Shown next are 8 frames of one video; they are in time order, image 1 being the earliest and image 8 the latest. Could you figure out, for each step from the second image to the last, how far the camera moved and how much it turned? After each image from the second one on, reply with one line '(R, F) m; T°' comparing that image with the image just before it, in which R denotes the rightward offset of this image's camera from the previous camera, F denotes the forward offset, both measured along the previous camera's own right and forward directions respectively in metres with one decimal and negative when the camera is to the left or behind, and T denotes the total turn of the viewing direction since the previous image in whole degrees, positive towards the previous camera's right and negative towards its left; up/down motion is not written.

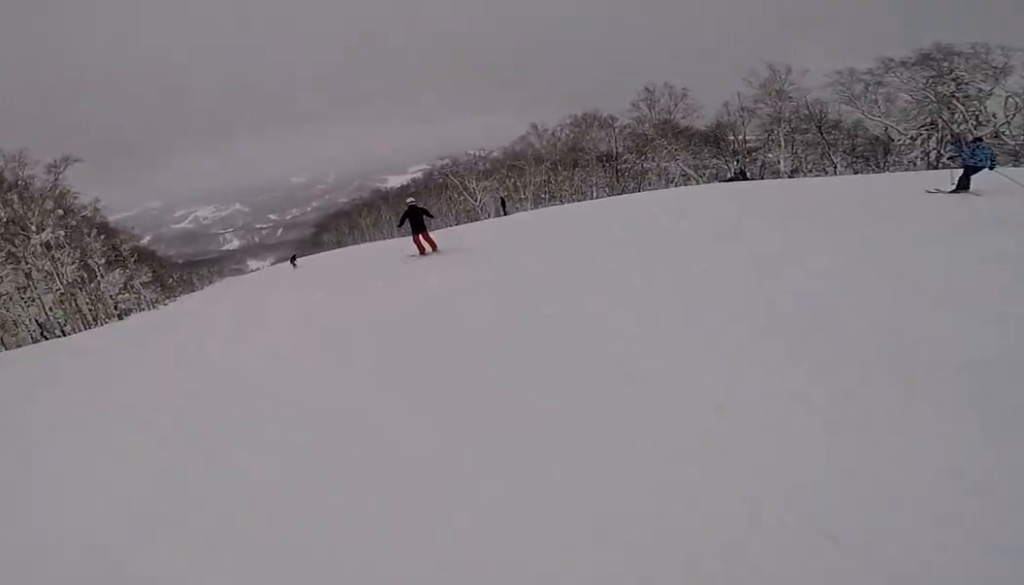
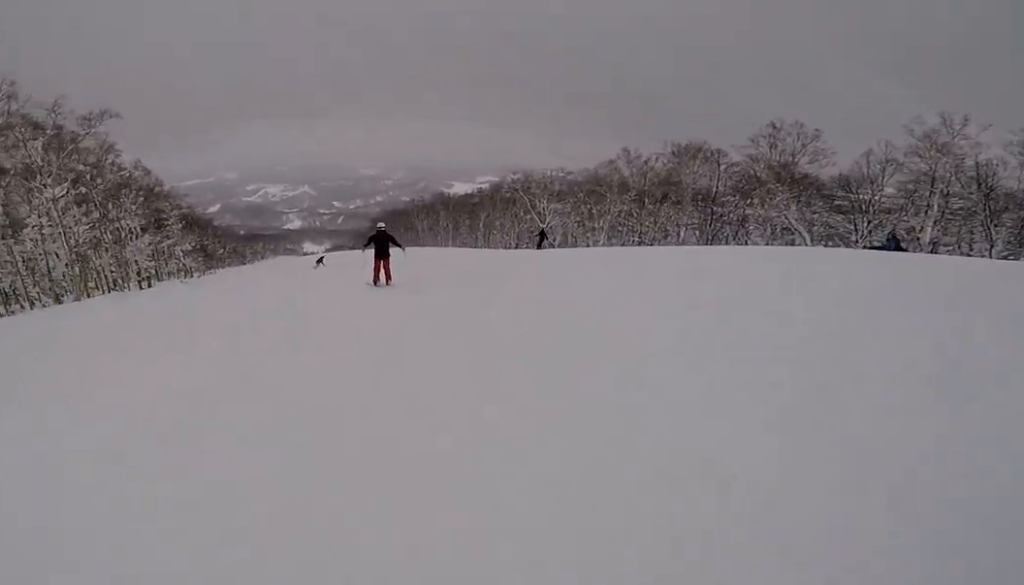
(+0.2, +5.9) m; -3°
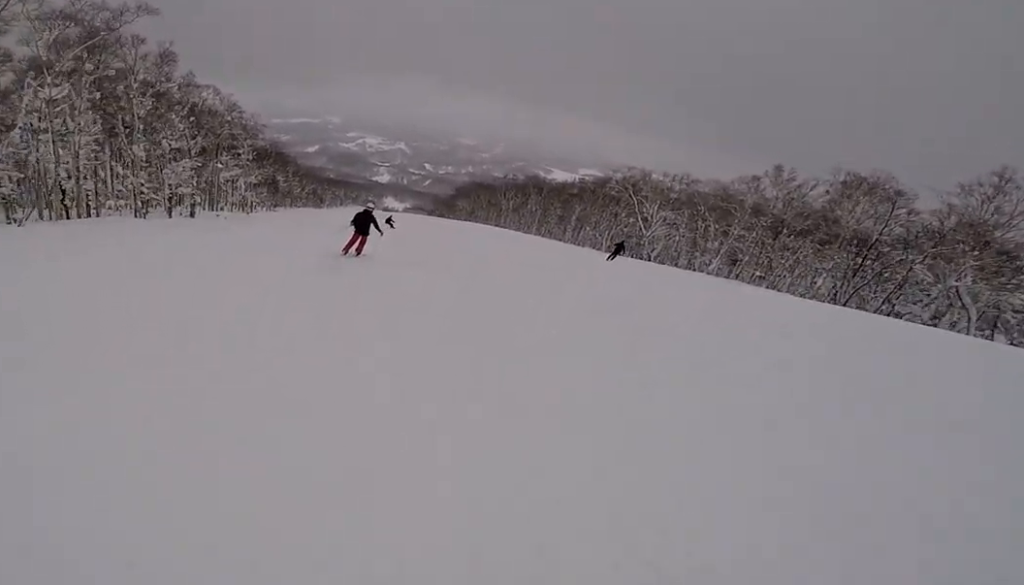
(-0.3, +8.6) m; -8°
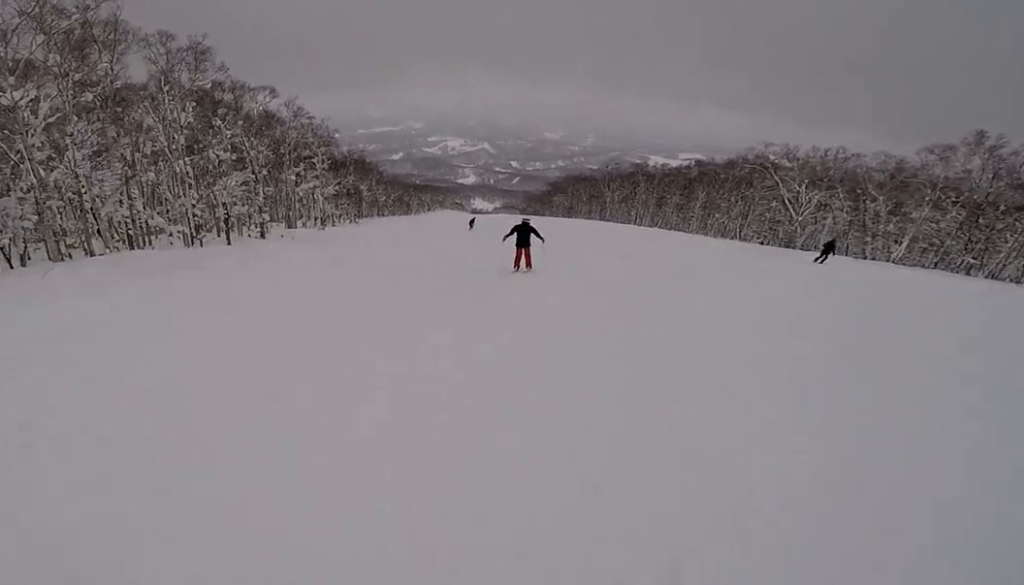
(-1.2, +9.2) m; -3°
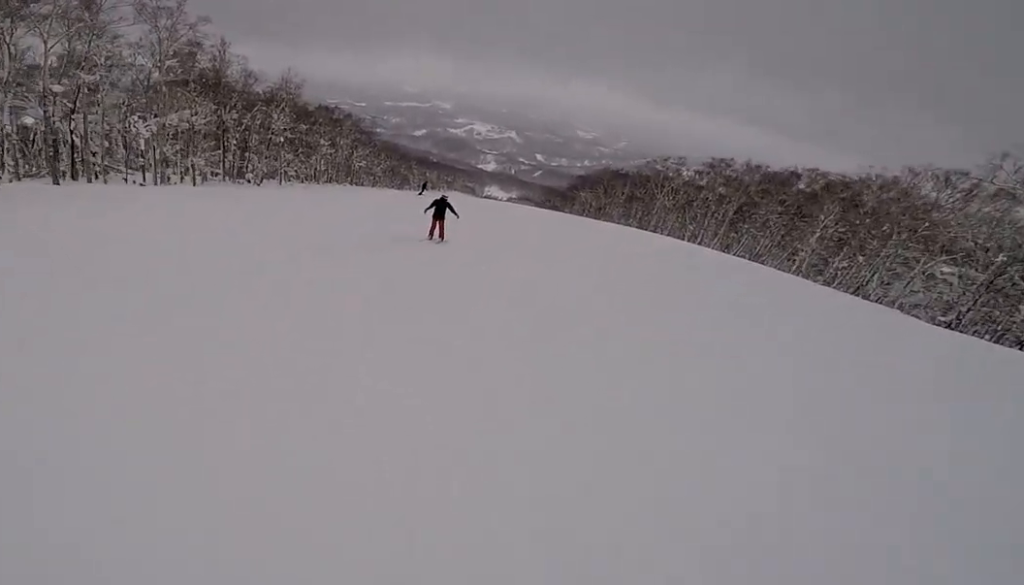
(+3.1, +35.8) m; -5°
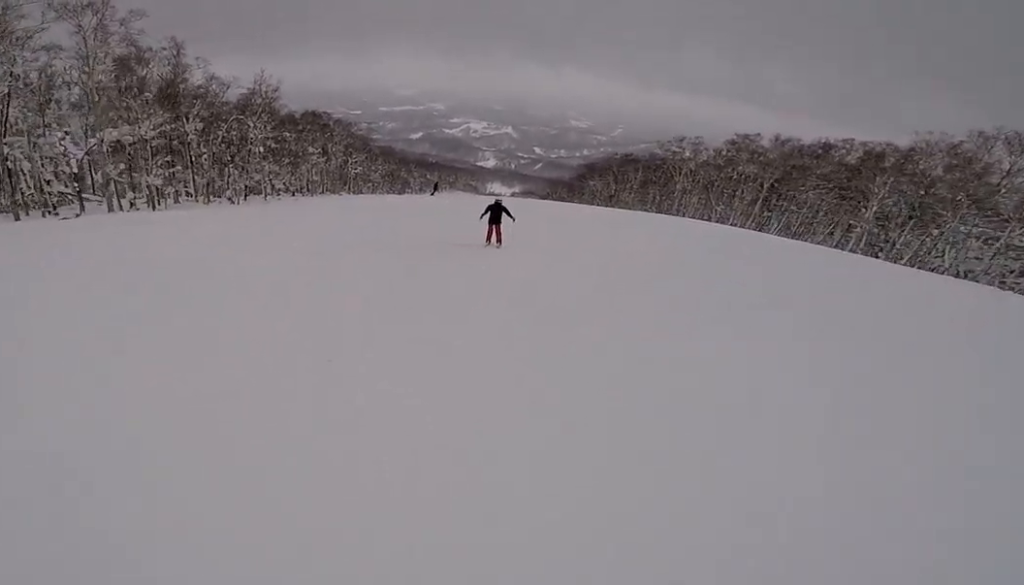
(-0.7, +7.2) m; 0°
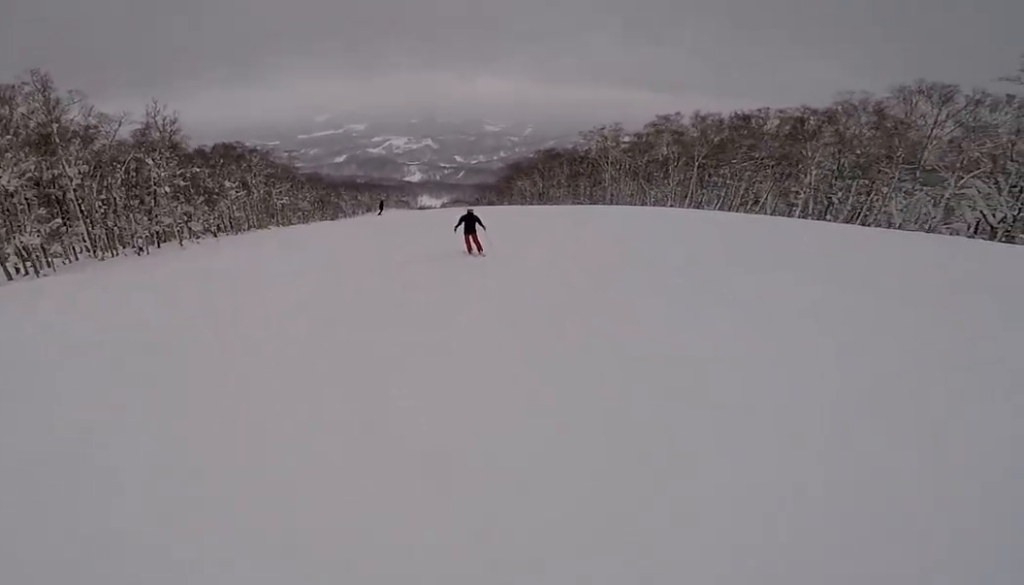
(+0.5, +5.2) m; +4°
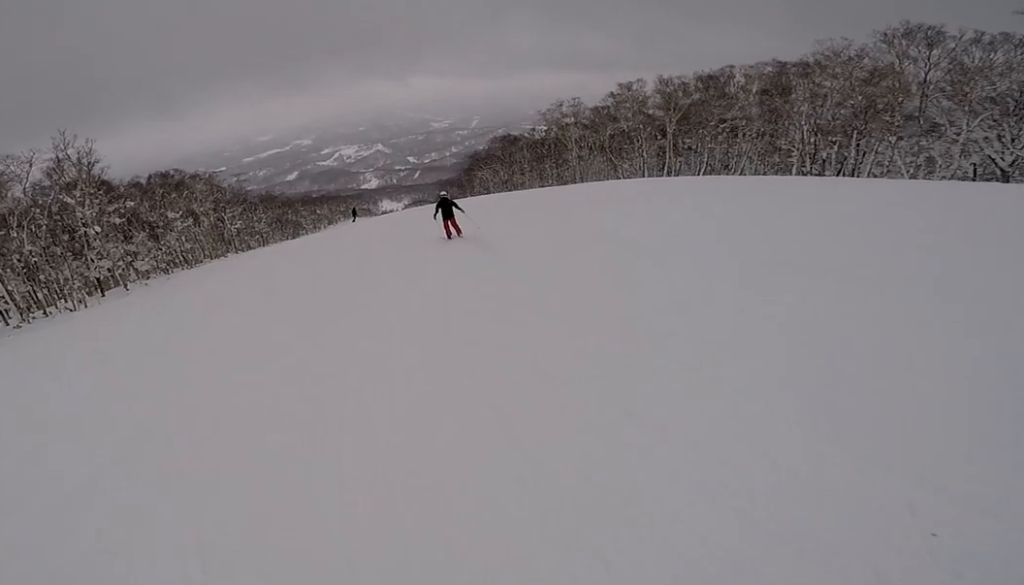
(+0.2, +5.3) m; +4°
